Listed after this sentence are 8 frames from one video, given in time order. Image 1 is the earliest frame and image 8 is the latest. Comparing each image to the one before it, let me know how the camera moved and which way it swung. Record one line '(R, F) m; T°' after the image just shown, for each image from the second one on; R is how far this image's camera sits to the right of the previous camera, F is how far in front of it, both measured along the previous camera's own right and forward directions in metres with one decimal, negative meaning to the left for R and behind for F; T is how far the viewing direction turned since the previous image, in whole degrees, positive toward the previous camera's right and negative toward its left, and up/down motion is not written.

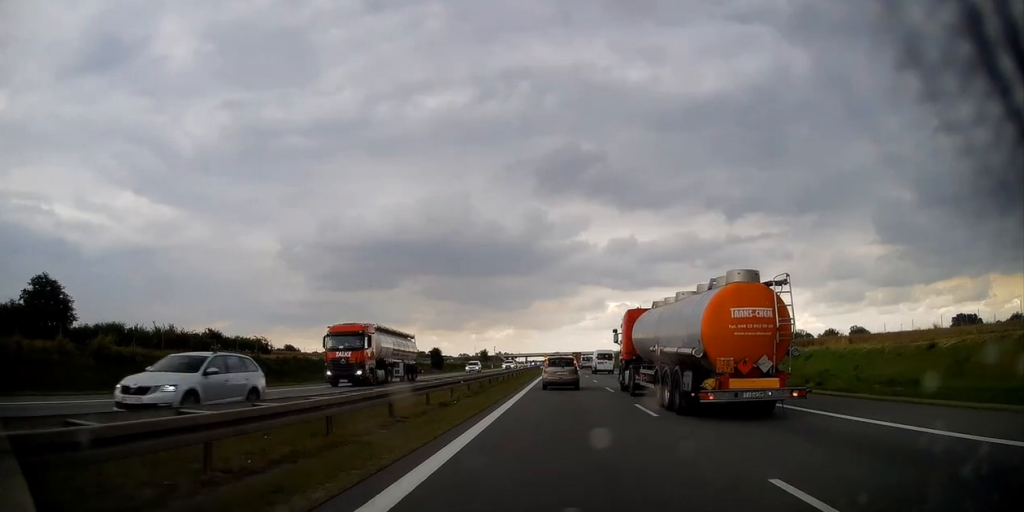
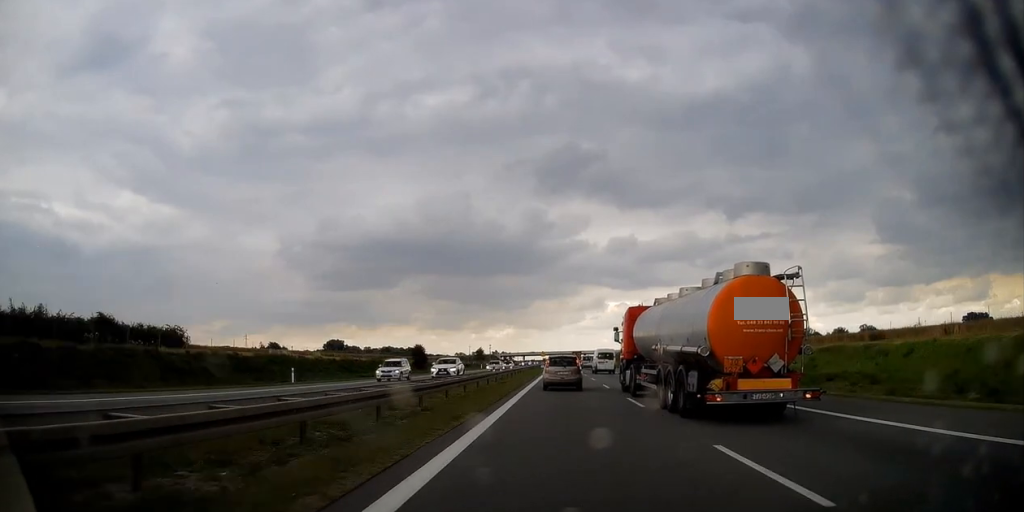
(0.0, +21.4) m; 0°
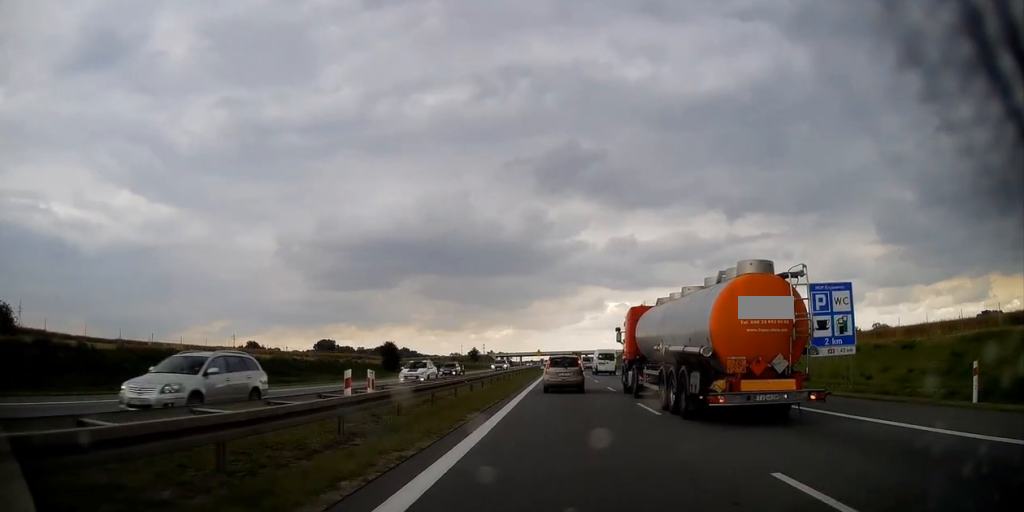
(+0.1, +27.7) m; 0°
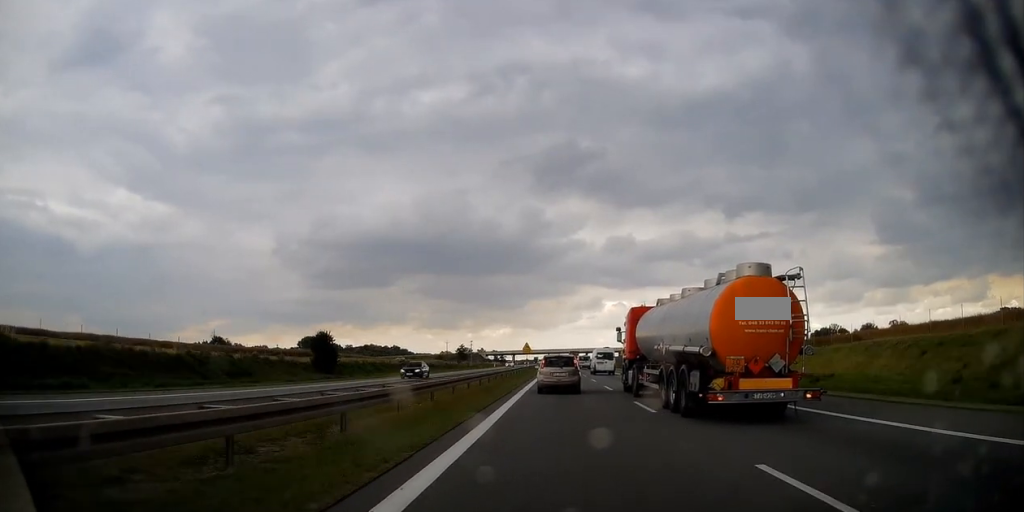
(-0.3, +36.0) m; 0°
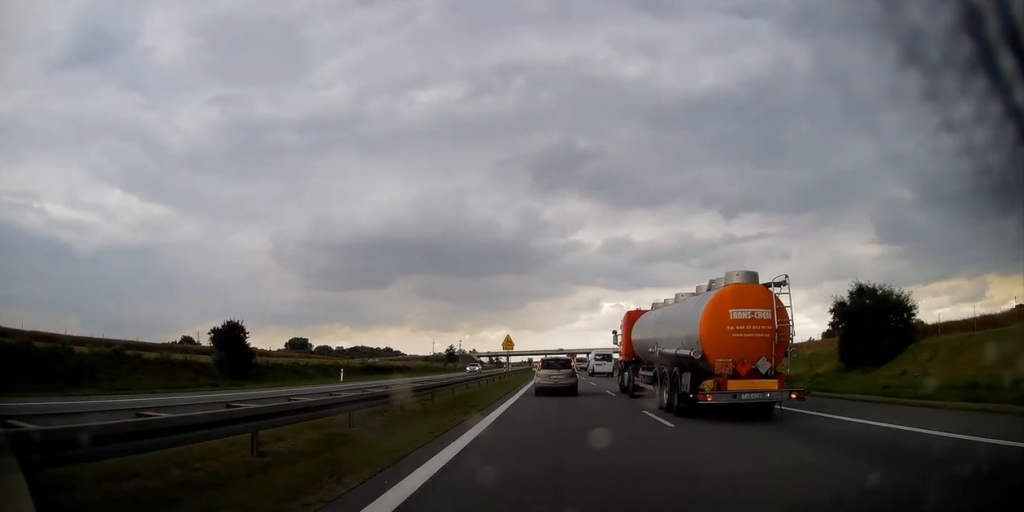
(+0.3, +26.4) m; 0°
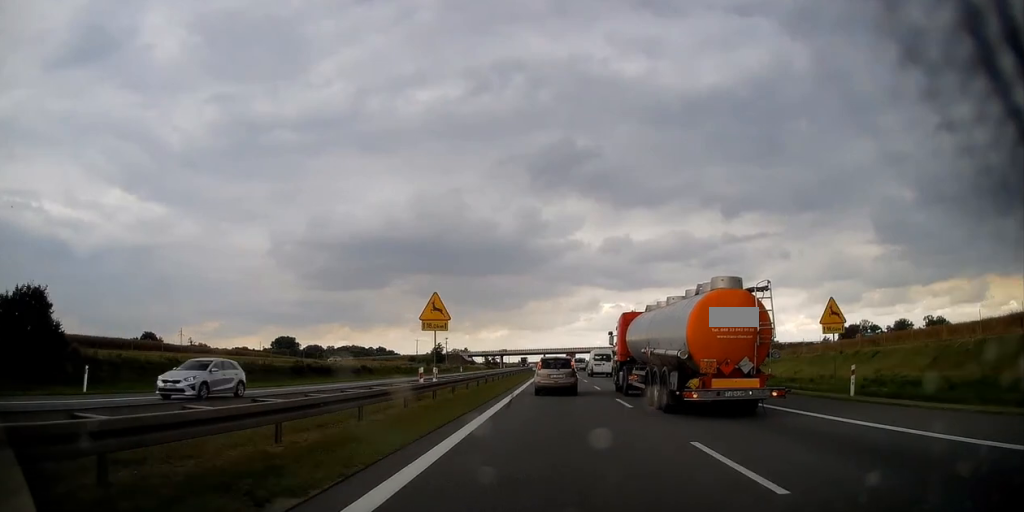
(-0.2, +30.9) m; 0°
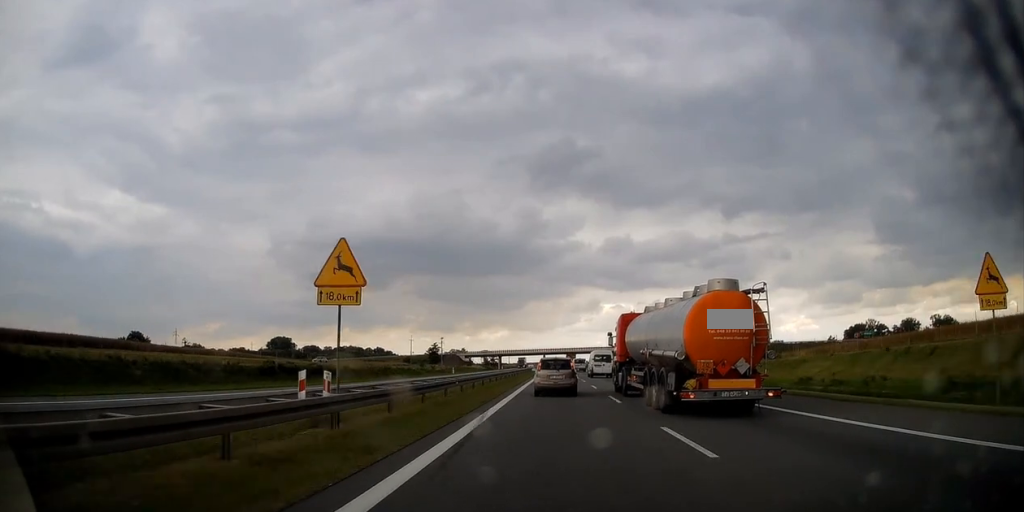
(+0.2, +9.4) m; 0°
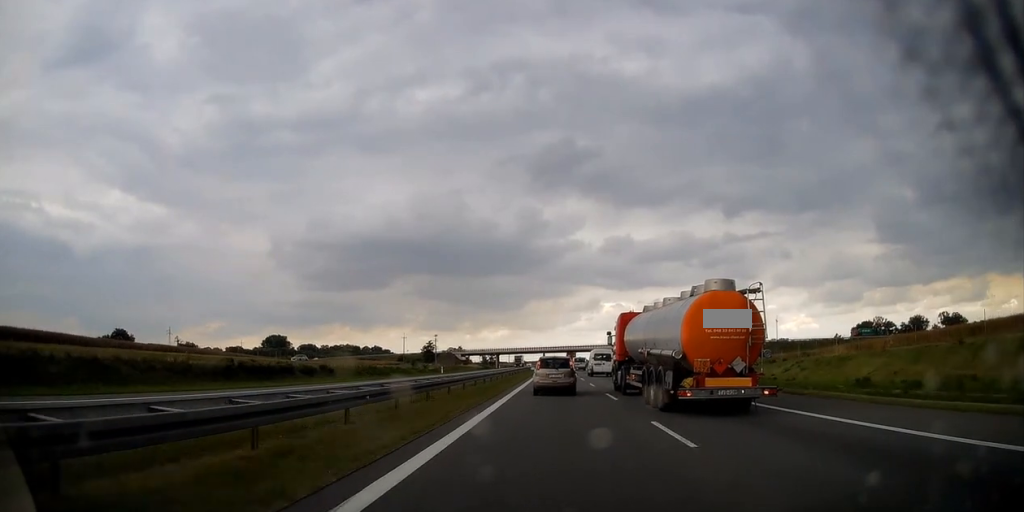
(+0.2, +11.0) m; 0°
